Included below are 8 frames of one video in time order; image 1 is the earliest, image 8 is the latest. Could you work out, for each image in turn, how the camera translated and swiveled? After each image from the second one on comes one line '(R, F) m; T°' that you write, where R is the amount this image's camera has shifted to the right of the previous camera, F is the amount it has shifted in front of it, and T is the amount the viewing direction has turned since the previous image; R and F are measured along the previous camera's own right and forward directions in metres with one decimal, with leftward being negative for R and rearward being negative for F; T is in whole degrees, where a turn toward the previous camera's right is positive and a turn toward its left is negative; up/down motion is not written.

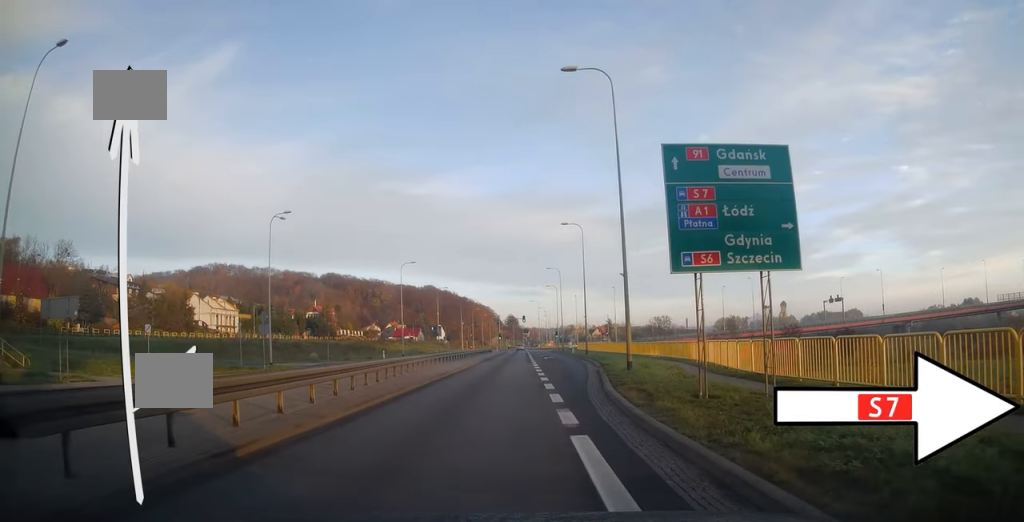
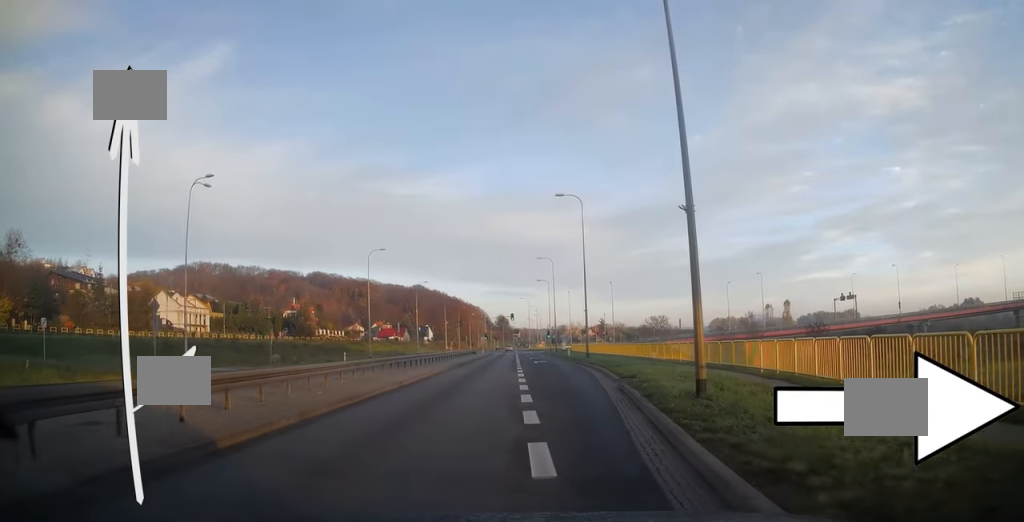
(+0.1, +11.4) m; +1°
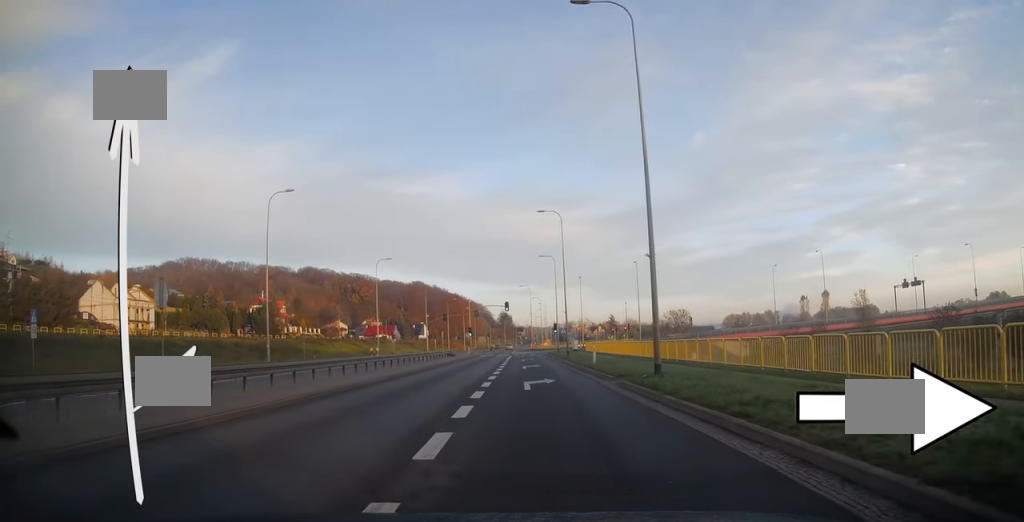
(+0.2, +27.0) m; 0°
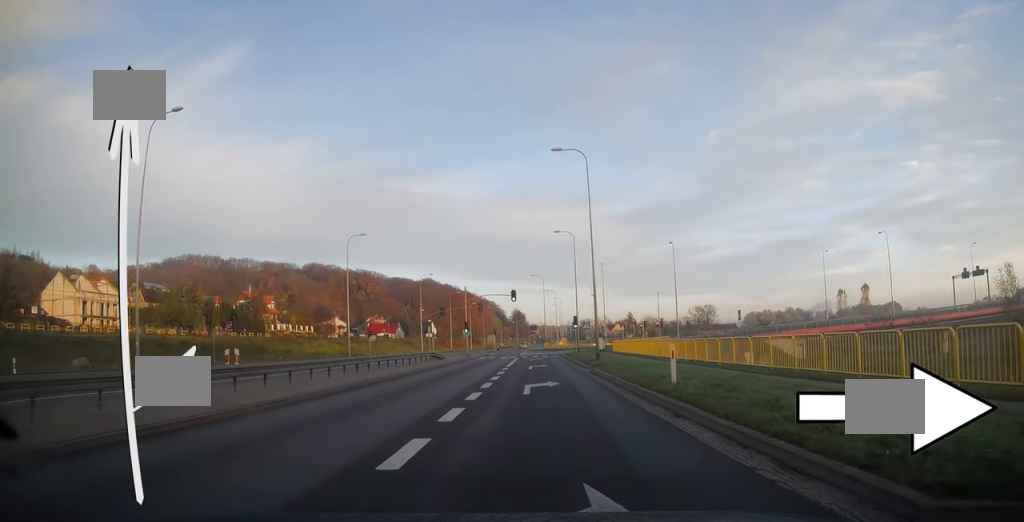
(-0.2, +16.6) m; -1°
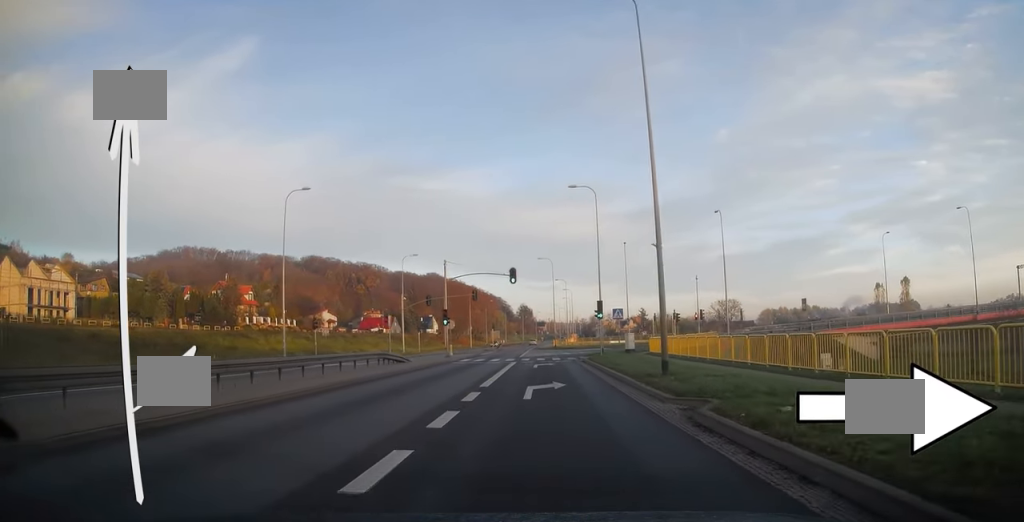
(-0.1, +17.3) m; -1°
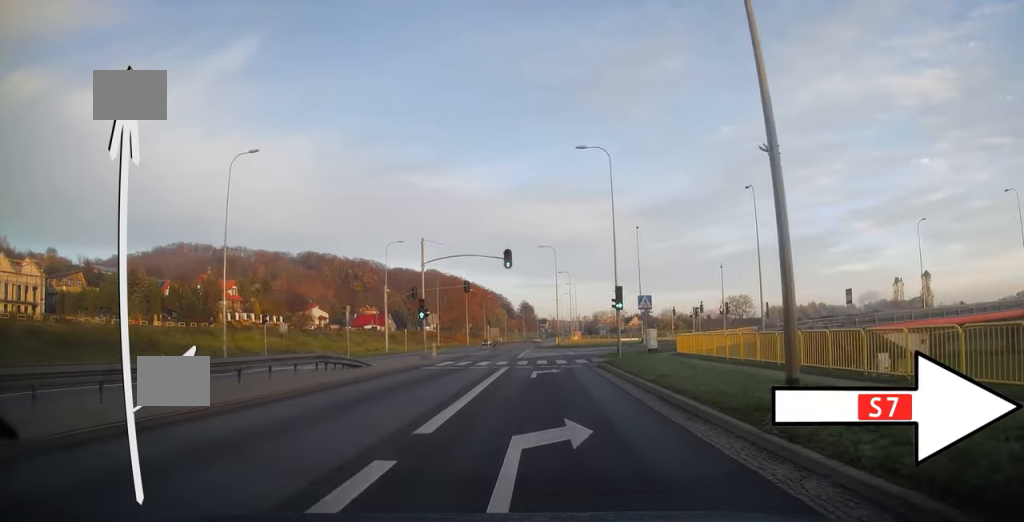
(0.0, +8.9) m; 0°
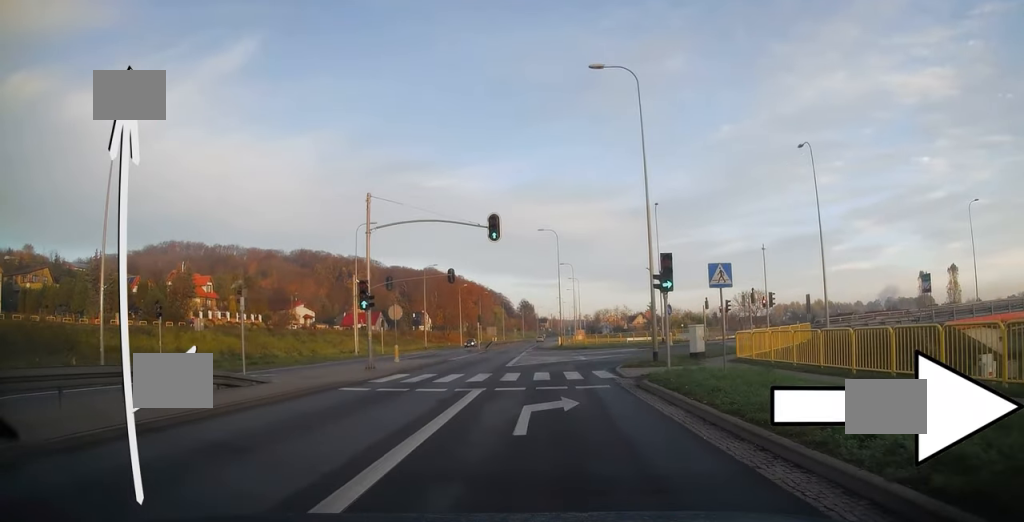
(-0.1, +11.5) m; 0°
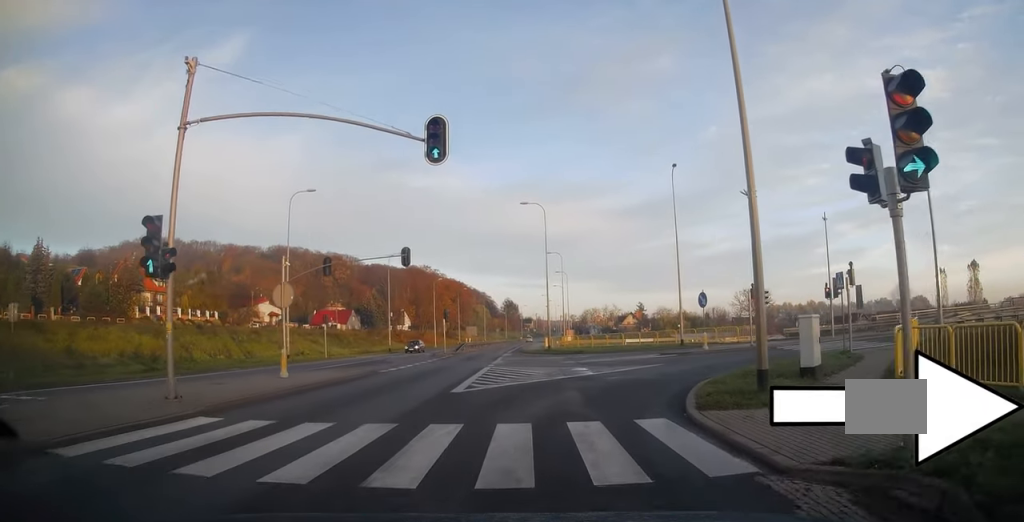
(+0.2, +12.9) m; +3°
